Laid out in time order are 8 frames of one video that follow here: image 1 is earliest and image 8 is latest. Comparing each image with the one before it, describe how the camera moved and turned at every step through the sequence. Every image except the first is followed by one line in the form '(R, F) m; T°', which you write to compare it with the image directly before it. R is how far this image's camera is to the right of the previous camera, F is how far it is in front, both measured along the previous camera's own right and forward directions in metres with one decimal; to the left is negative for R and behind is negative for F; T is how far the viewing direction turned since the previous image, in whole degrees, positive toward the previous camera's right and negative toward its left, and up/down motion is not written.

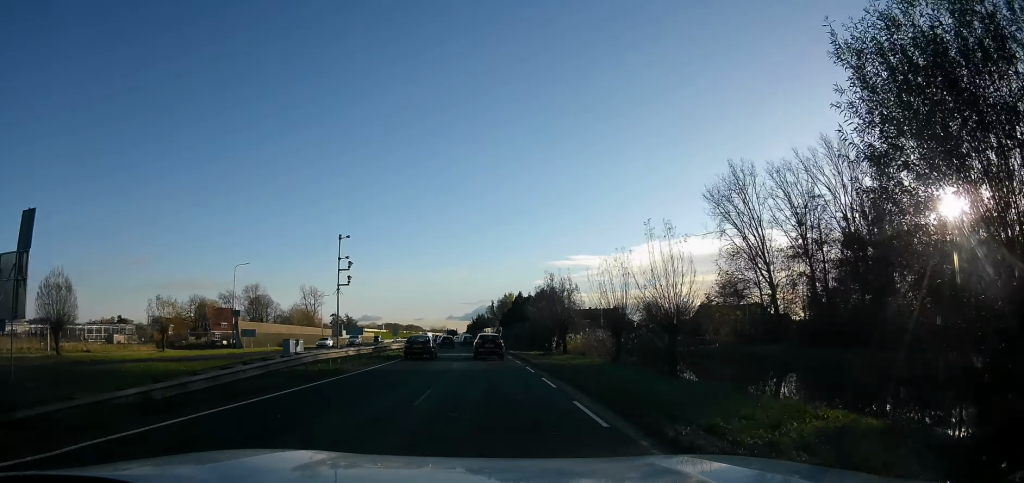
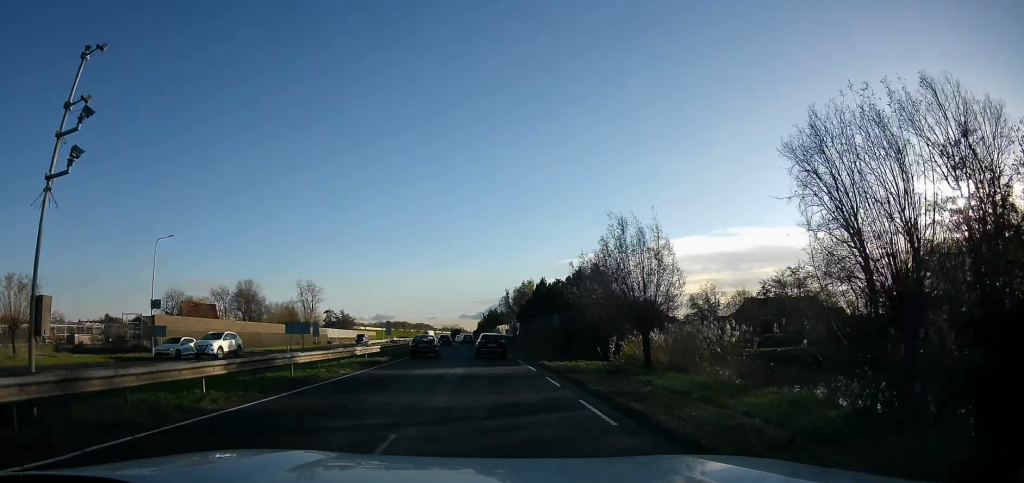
(+0.3, +17.9) m; +1°
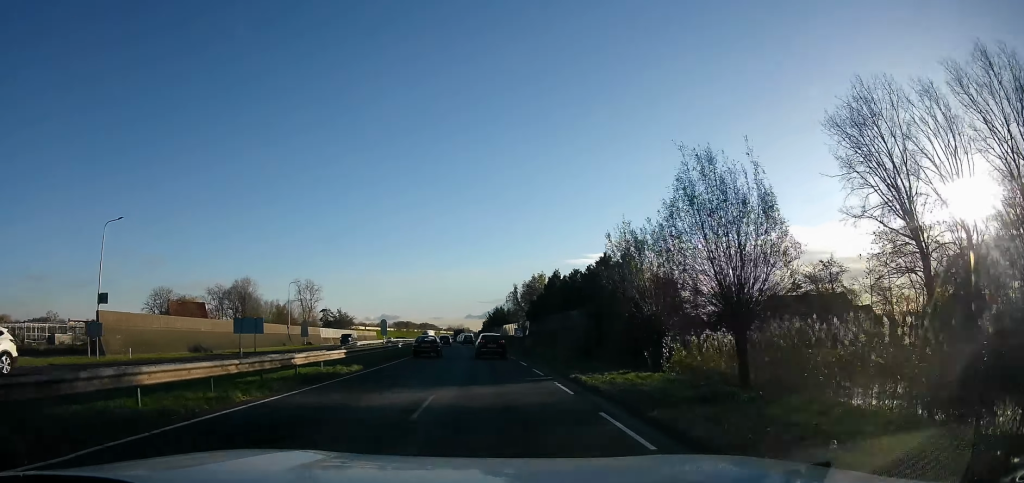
(0.0, +7.8) m; -1°
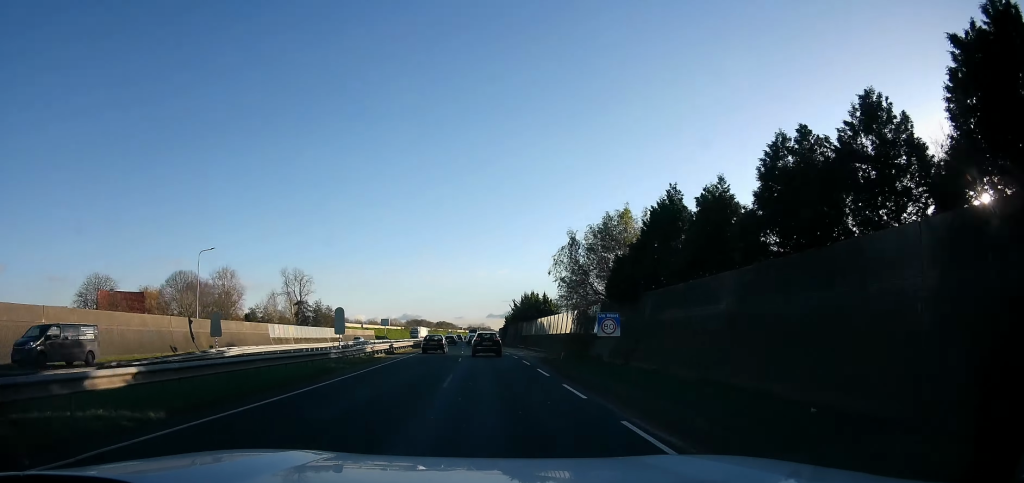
(-1.4, +30.6) m; -5°
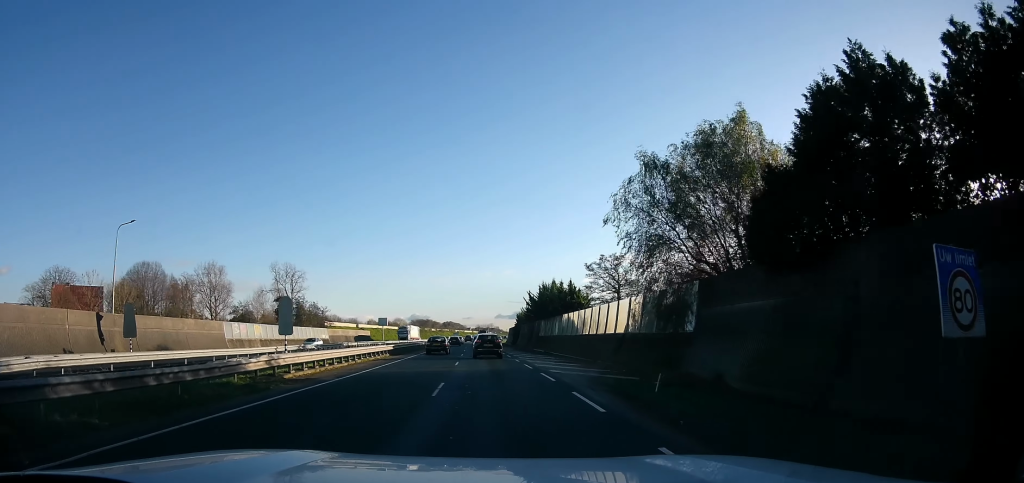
(0.0, +13.7) m; 0°
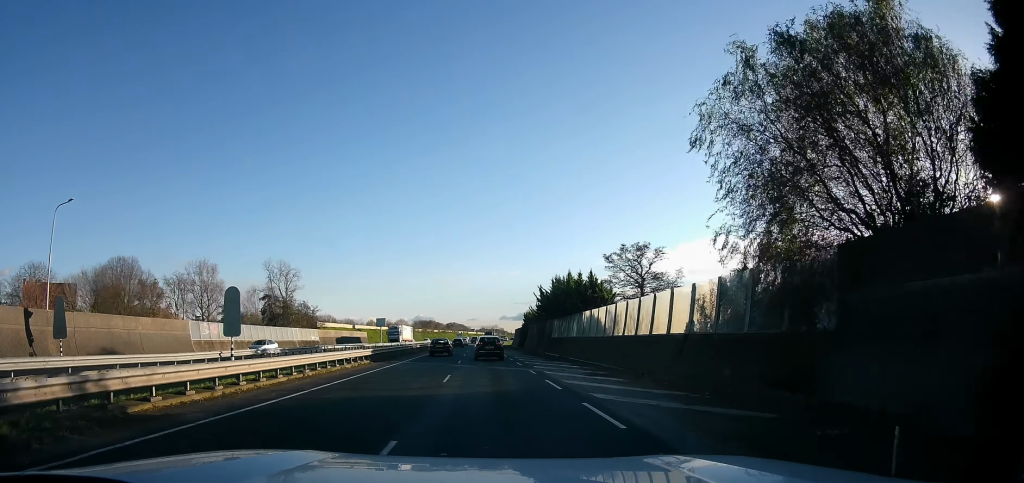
(0.0, +7.6) m; 0°
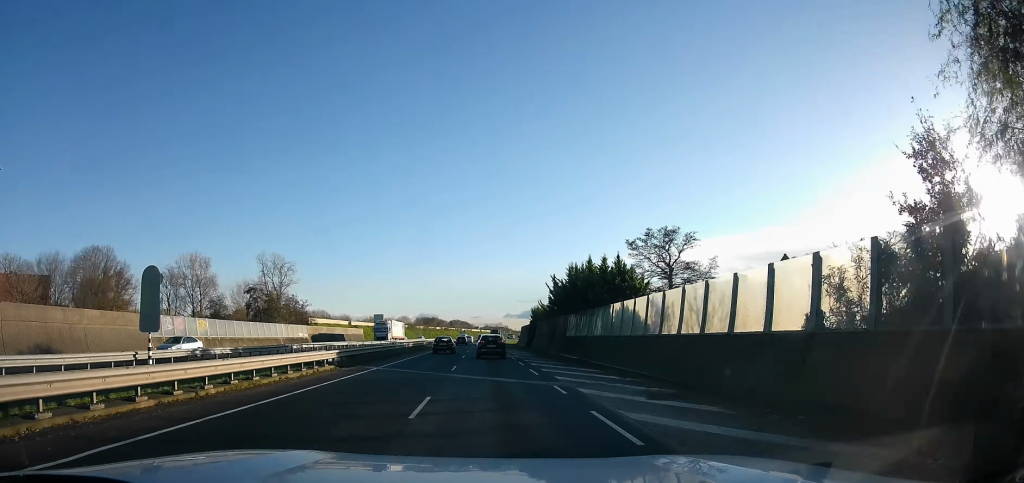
(0.0, +7.0) m; 0°
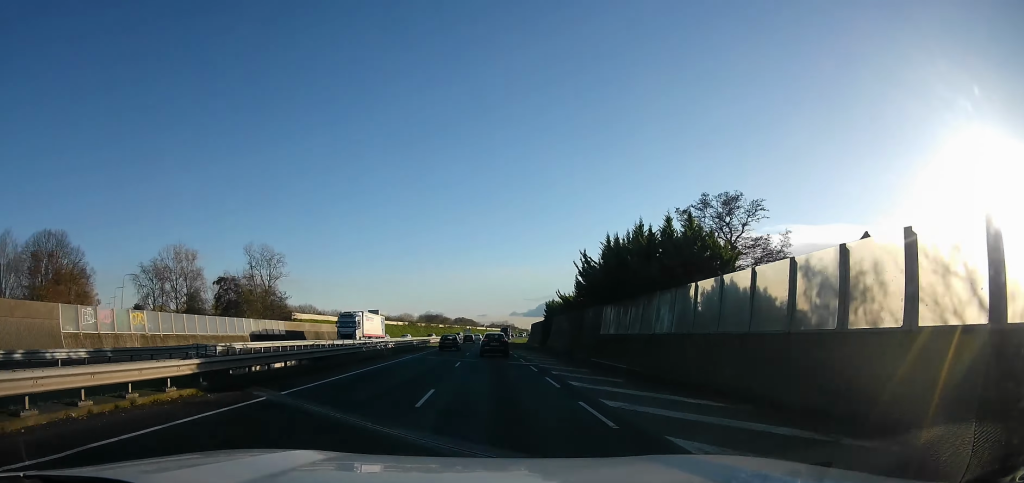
(0.0, +10.9) m; 0°
